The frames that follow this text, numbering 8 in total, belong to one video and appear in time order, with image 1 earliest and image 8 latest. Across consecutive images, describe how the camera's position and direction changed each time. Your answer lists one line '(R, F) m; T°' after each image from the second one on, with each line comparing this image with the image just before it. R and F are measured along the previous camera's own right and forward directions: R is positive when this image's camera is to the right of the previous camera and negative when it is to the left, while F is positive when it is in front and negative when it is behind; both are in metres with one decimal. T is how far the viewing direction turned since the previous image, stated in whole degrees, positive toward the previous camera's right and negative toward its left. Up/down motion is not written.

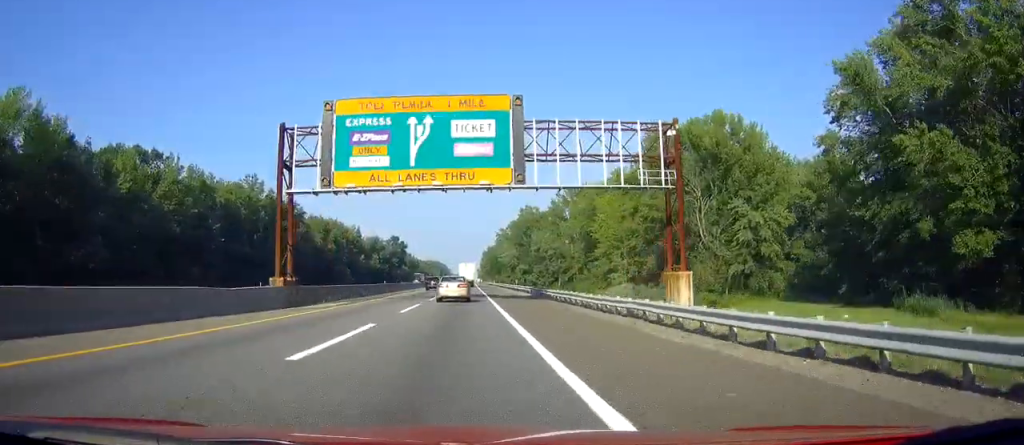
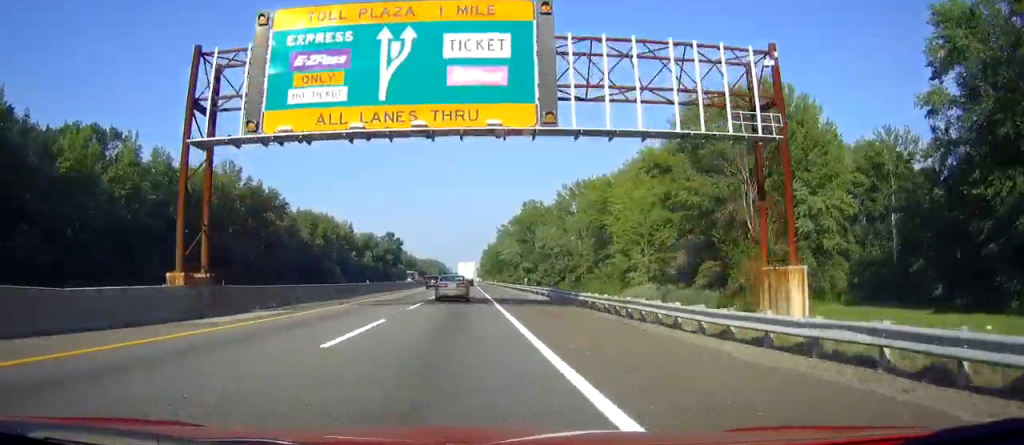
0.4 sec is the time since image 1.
(0.0, +13.0) m; 0°
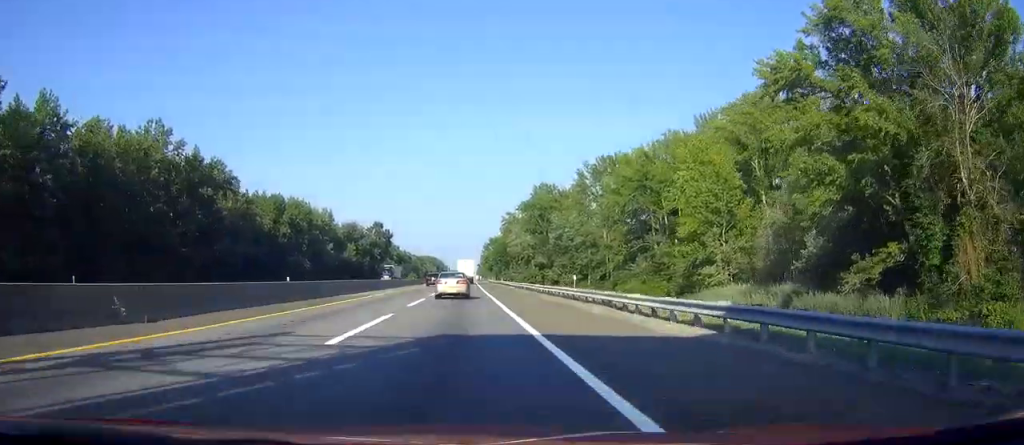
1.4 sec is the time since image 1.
(0.0, +30.0) m; 0°
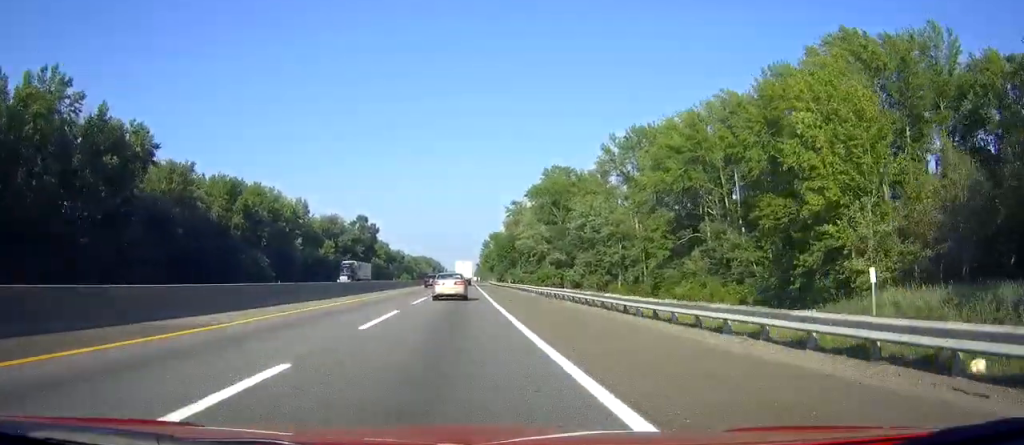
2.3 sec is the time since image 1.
(+0.1, +26.9) m; 0°
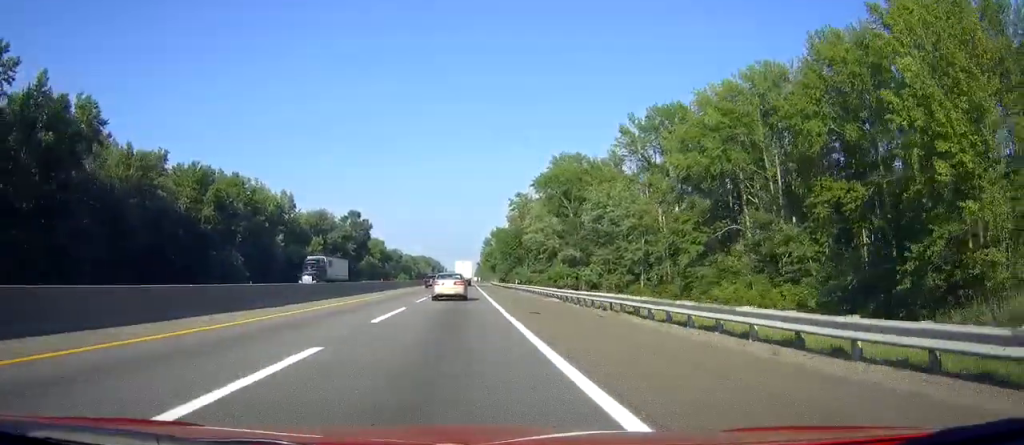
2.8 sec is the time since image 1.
(0.0, +12.9) m; 0°
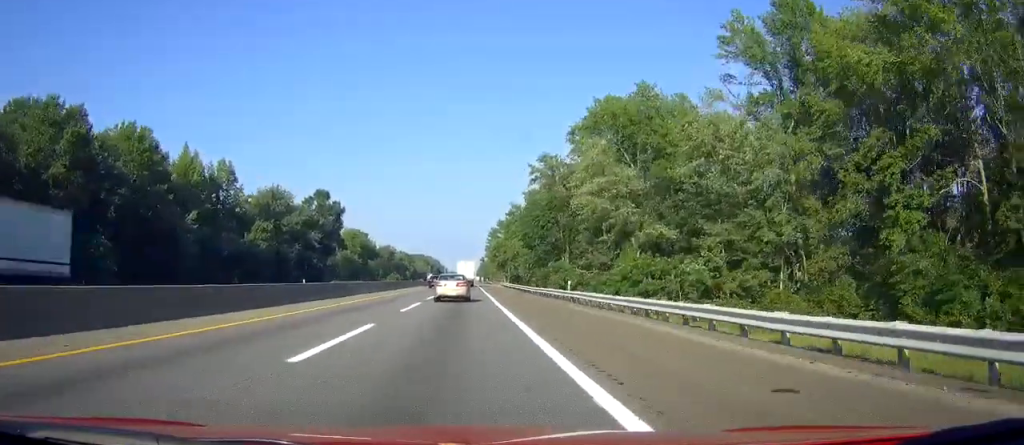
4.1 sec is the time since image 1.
(-0.1, +39.4) m; 0°
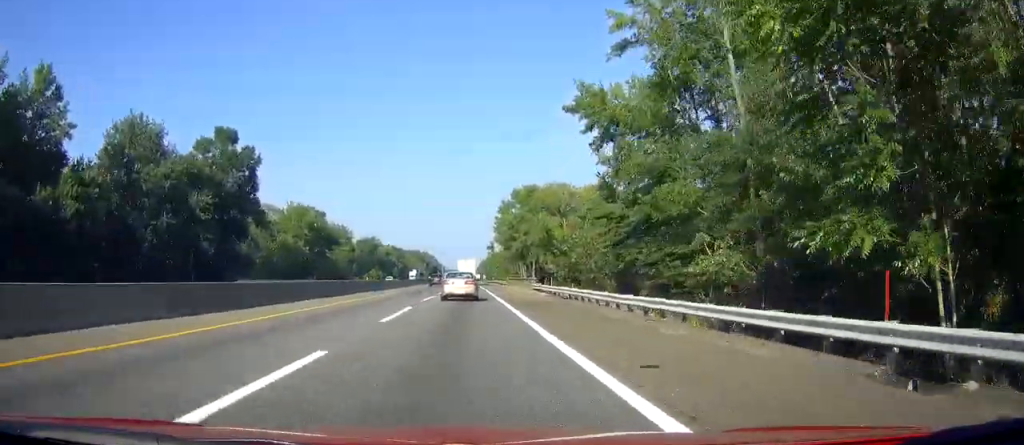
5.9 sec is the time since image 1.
(-0.1, +52.5) m; 0°
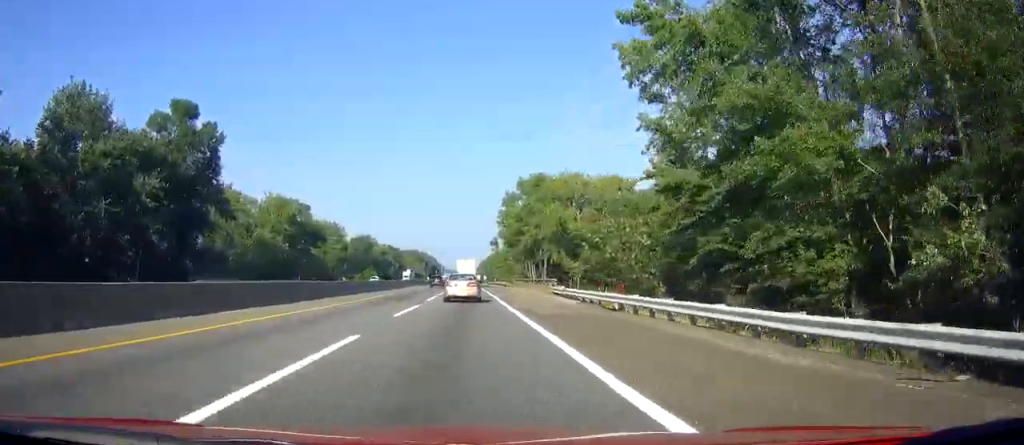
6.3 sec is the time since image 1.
(-0.1, +12.5) m; 0°
